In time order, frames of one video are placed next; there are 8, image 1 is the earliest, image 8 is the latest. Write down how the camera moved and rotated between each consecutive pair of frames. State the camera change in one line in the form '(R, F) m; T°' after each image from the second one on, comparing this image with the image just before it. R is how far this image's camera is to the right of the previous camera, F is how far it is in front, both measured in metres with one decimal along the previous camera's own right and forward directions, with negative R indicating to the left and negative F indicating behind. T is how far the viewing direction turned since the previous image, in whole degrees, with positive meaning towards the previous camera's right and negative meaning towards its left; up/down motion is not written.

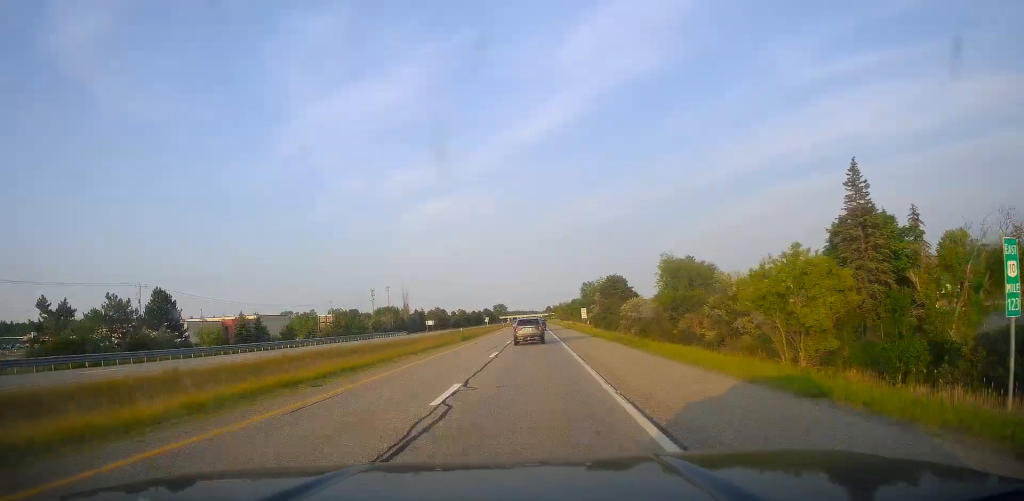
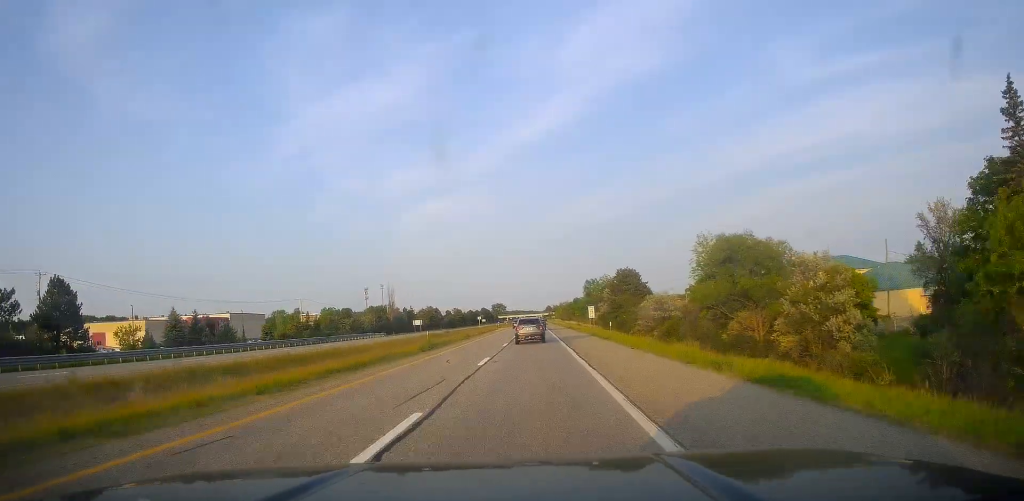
(+0.2, +20.4) m; 0°
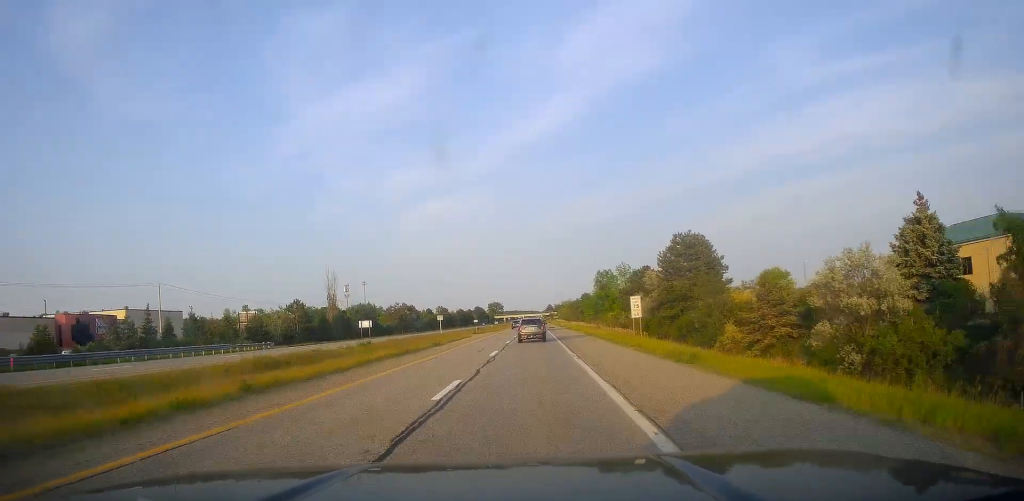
(-0.8, +55.0) m; 0°
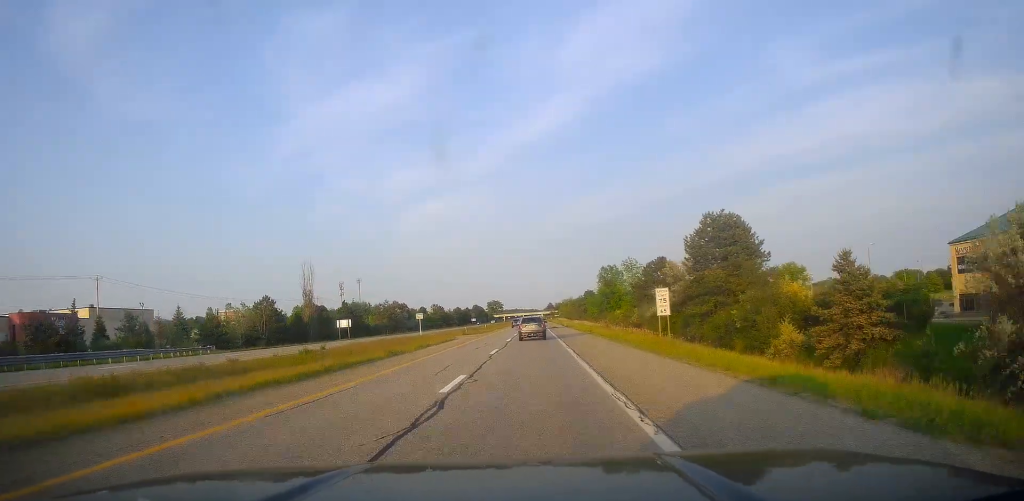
(-0.1, +14.4) m; 0°
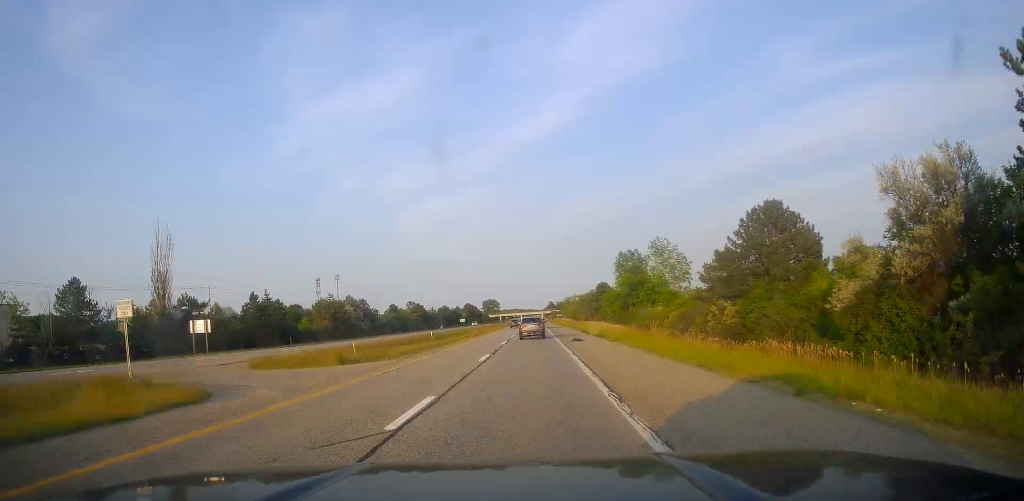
(+0.3, +50.3) m; 0°
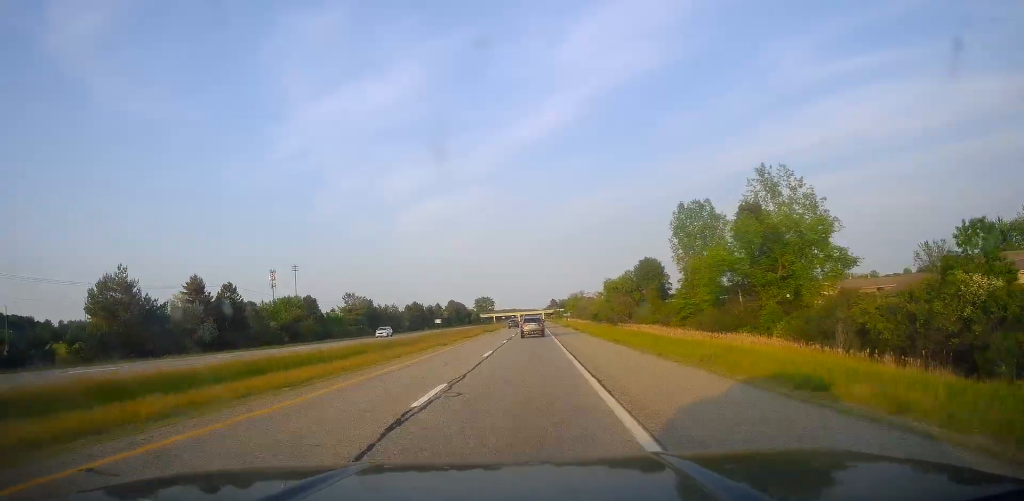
(-0.7, +74.2) m; -1°
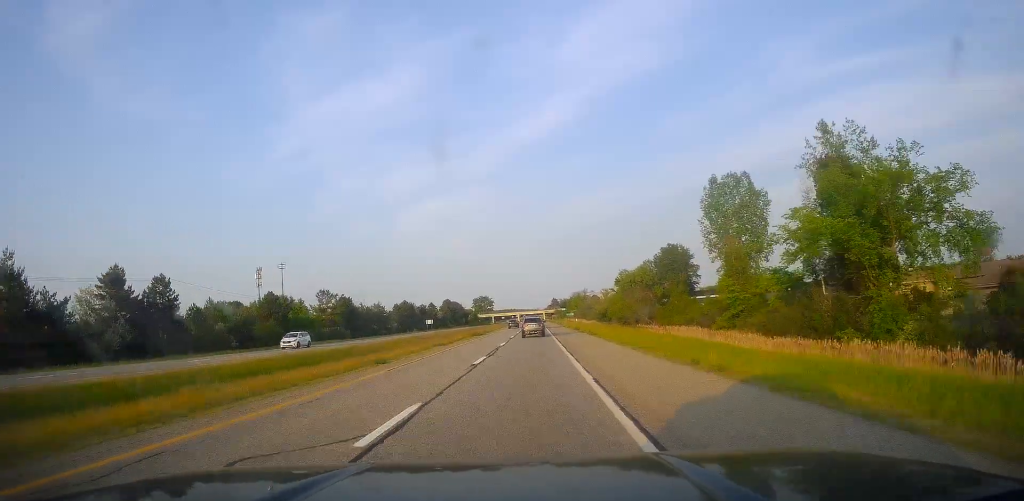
(0.0, +19.1) m; 0°
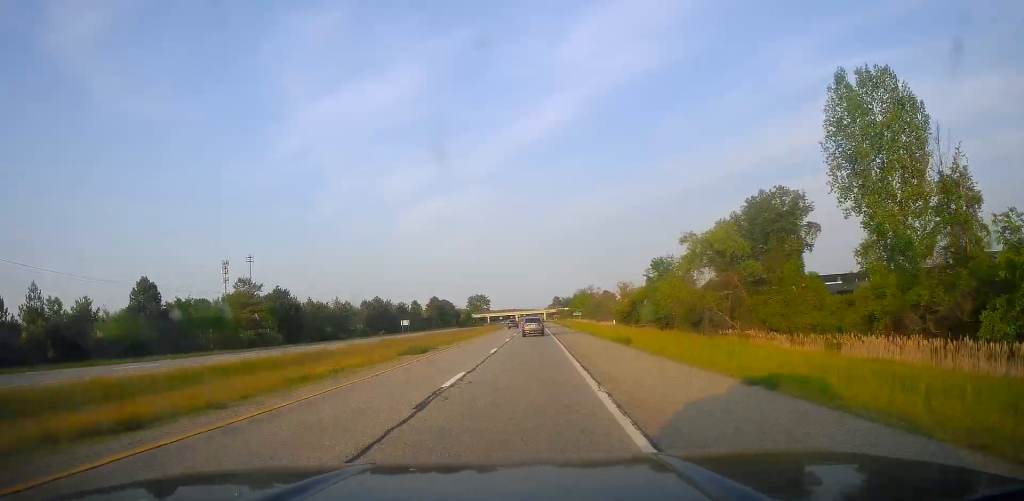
(+0.1, +38.2) m; +1°
